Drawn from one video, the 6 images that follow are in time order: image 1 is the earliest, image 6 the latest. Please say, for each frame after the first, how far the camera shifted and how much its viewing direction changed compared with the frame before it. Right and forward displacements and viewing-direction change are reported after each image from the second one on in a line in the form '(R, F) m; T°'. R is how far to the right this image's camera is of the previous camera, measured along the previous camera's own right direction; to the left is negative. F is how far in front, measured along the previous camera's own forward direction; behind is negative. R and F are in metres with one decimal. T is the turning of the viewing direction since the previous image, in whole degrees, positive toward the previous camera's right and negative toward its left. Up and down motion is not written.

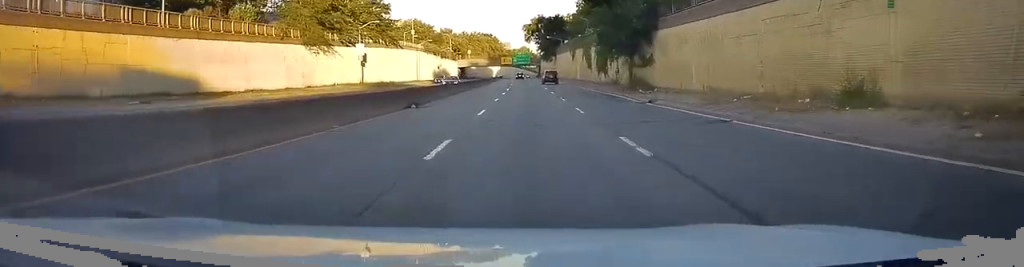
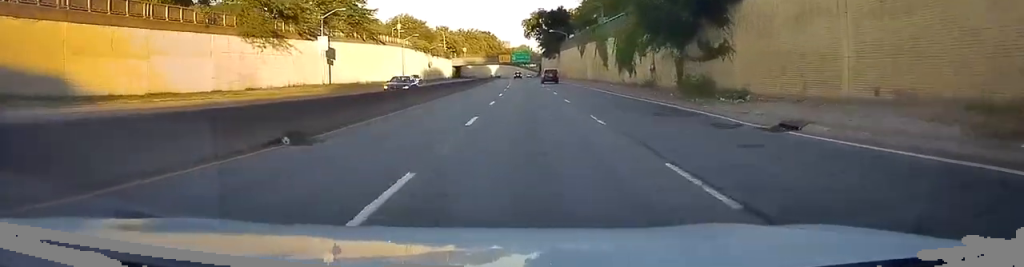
(-0.3, +15.7) m; -1°
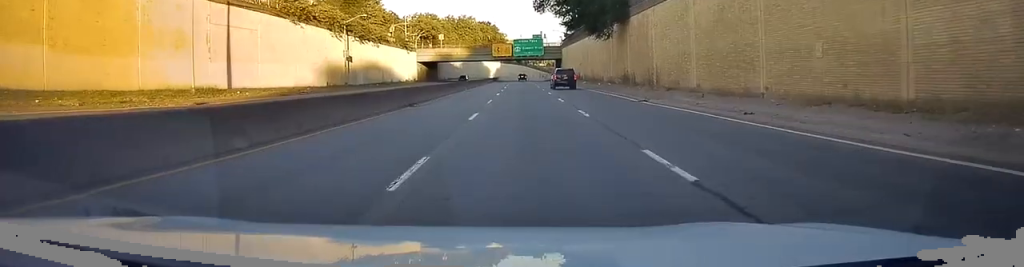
(-0.7, +76.2) m; -1°
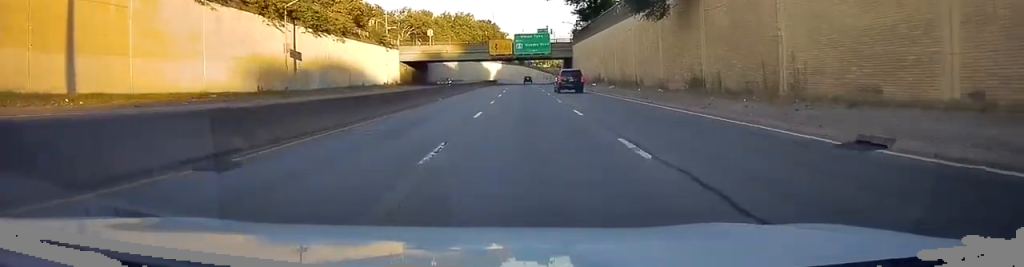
(0.0, +19.9) m; 0°
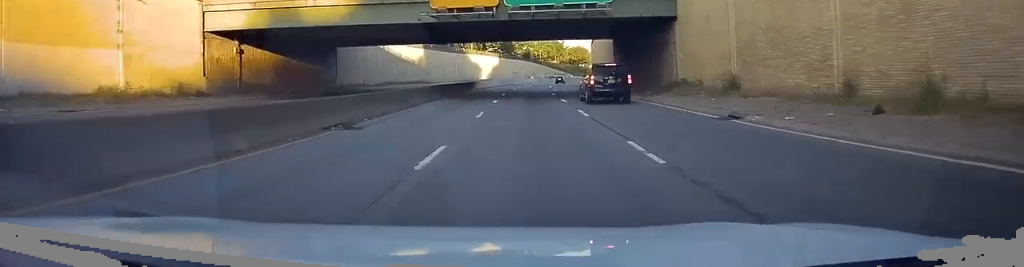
(0.0, +67.5) m; 0°
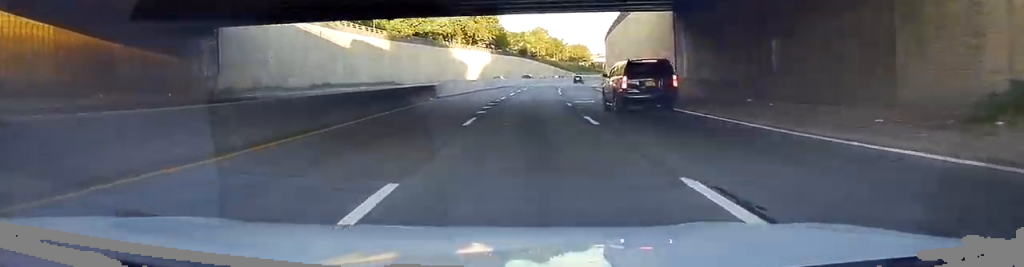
(0.0, +26.5) m; +1°
